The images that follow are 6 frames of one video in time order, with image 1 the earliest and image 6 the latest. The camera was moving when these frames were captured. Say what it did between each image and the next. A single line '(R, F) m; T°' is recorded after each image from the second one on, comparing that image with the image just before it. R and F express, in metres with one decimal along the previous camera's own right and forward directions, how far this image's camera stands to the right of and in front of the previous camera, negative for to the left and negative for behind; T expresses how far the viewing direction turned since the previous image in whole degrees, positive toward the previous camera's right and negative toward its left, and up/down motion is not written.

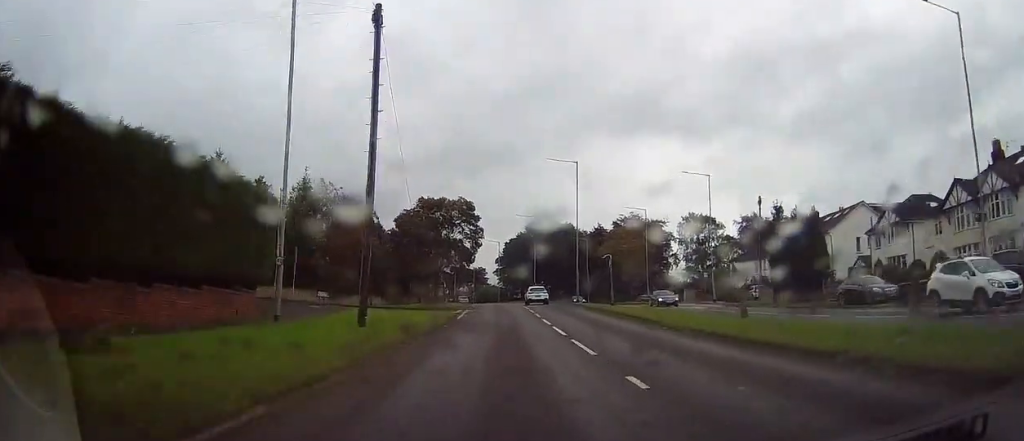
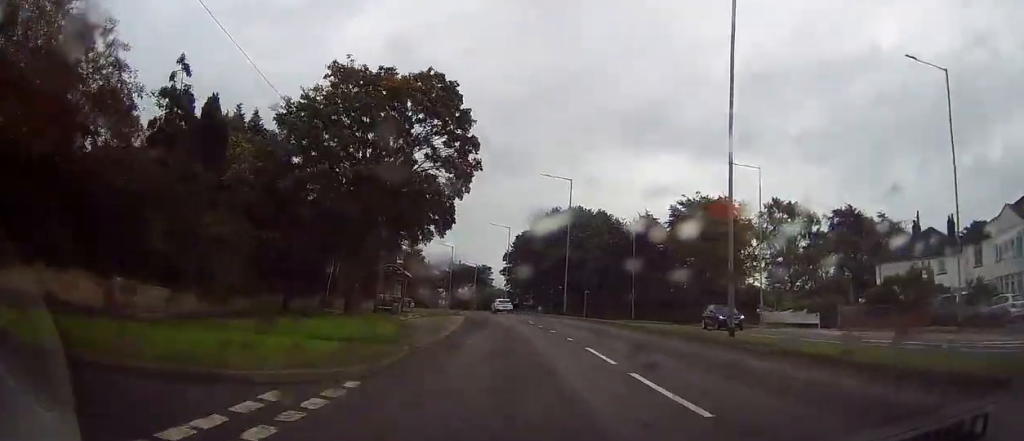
(-0.1, +36.7) m; -1°
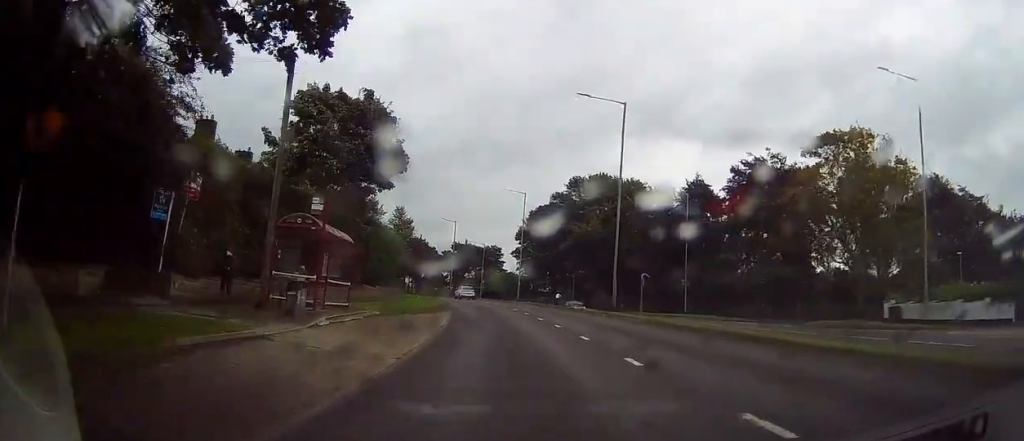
(0.0, +21.2) m; -2°
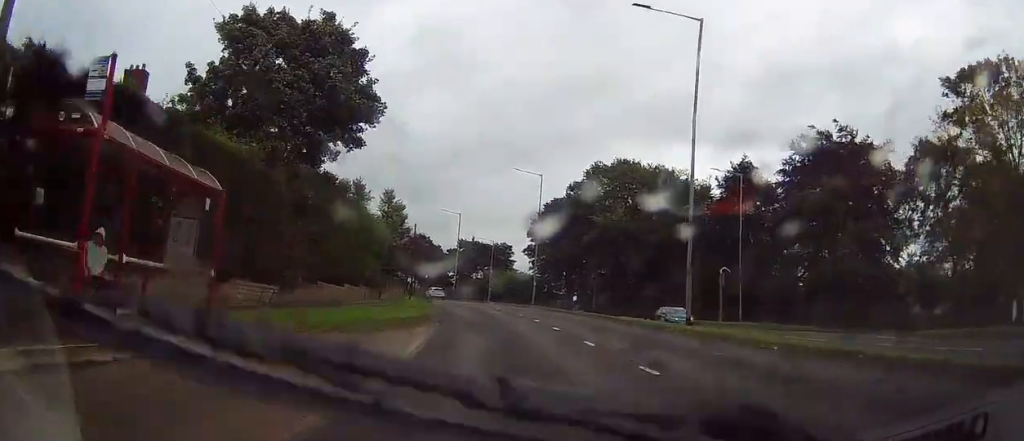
(-0.3, +13.0) m; +1°
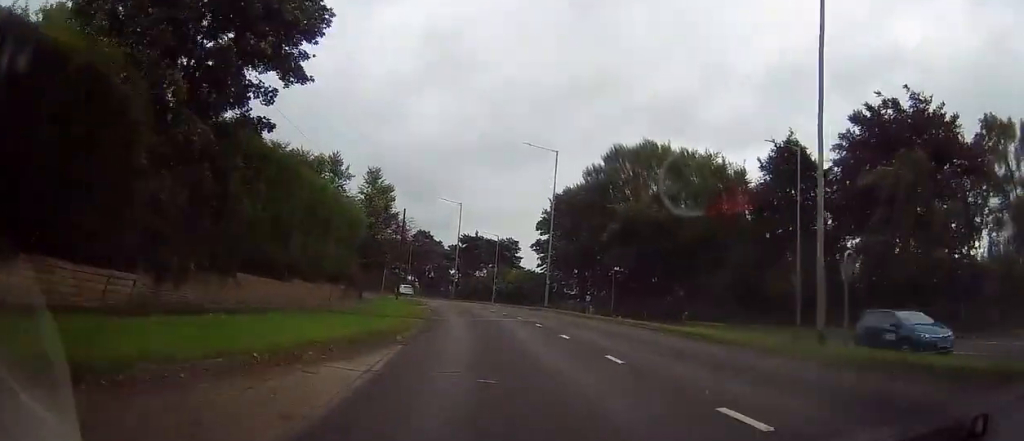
(+0.5, +10.3) m; 0°
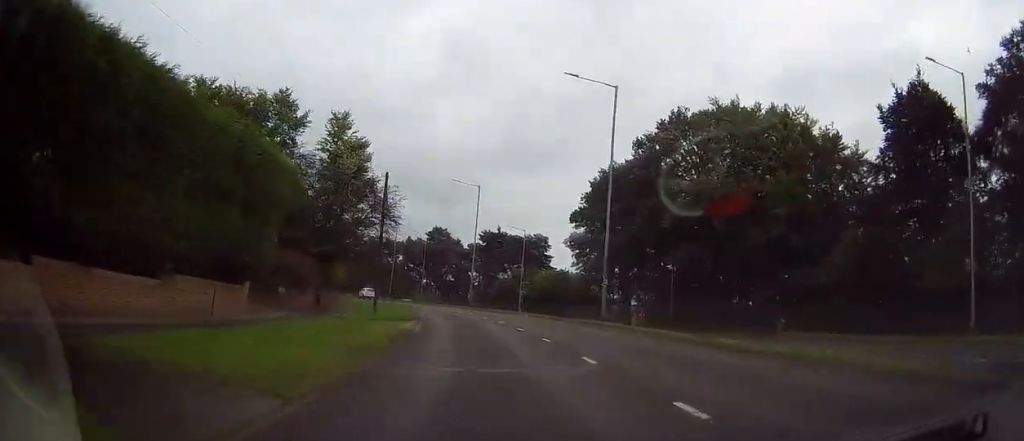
(-0.8, +17.2) m; -3°
